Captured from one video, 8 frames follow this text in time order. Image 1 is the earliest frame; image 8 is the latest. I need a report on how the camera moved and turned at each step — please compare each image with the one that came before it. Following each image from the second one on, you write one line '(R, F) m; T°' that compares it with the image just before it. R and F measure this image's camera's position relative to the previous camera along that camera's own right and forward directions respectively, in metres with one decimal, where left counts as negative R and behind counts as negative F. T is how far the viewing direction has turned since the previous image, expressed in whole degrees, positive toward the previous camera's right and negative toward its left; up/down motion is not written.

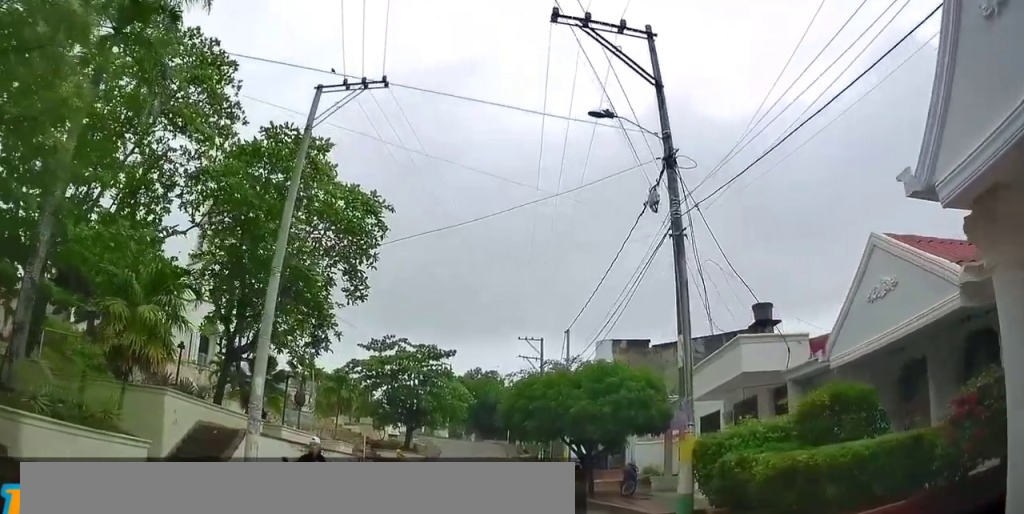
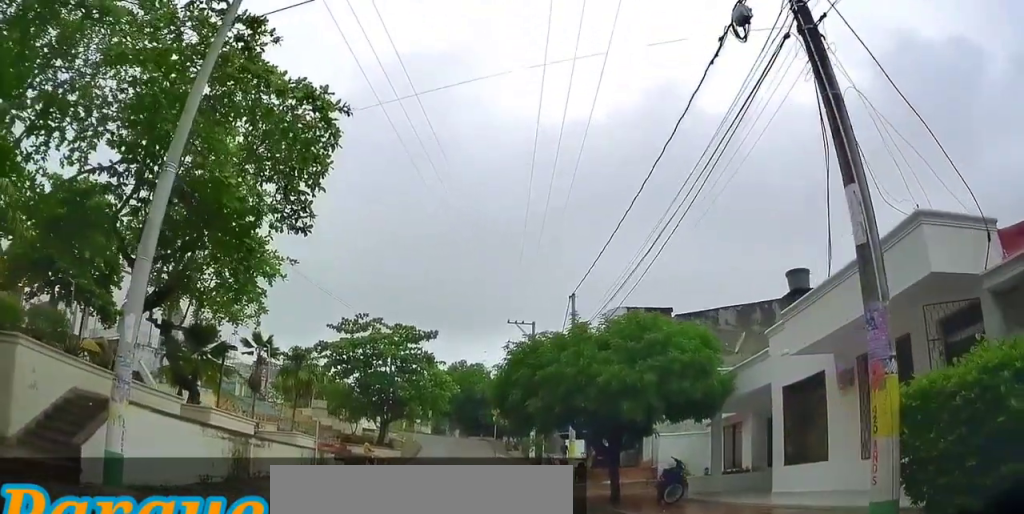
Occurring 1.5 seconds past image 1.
(+0.2, +5.4) m; +2°
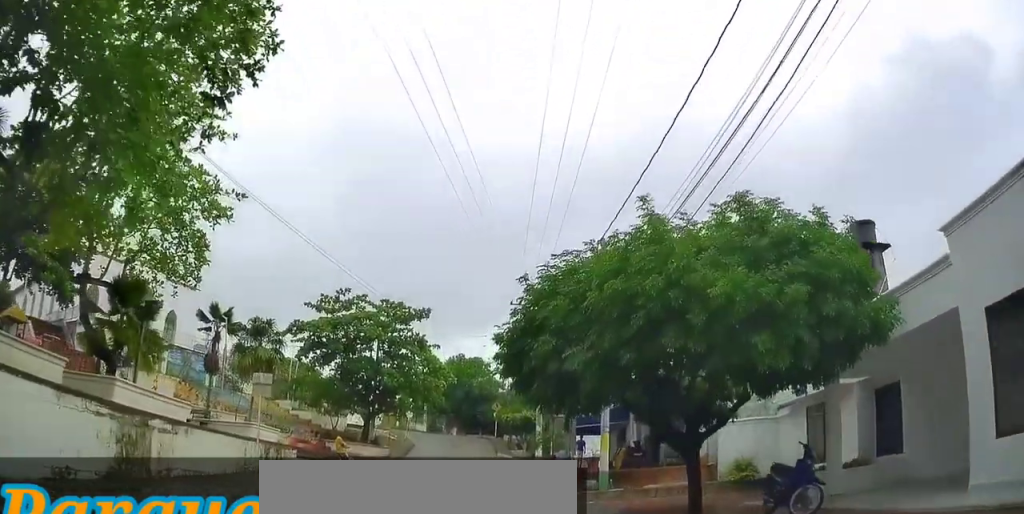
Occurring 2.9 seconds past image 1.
(0.0, +5.5) m; 0°
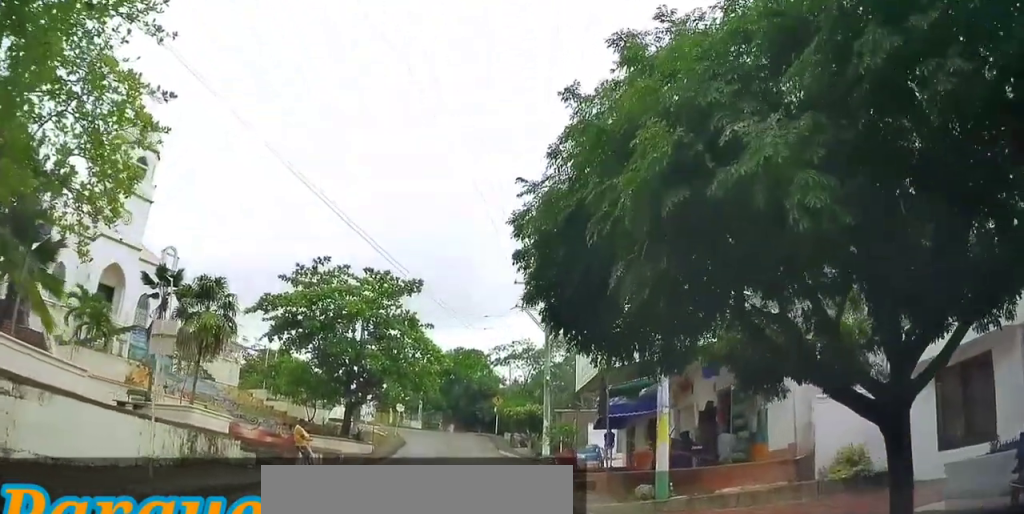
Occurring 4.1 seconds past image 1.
(0.0, +4.9) m; 0°
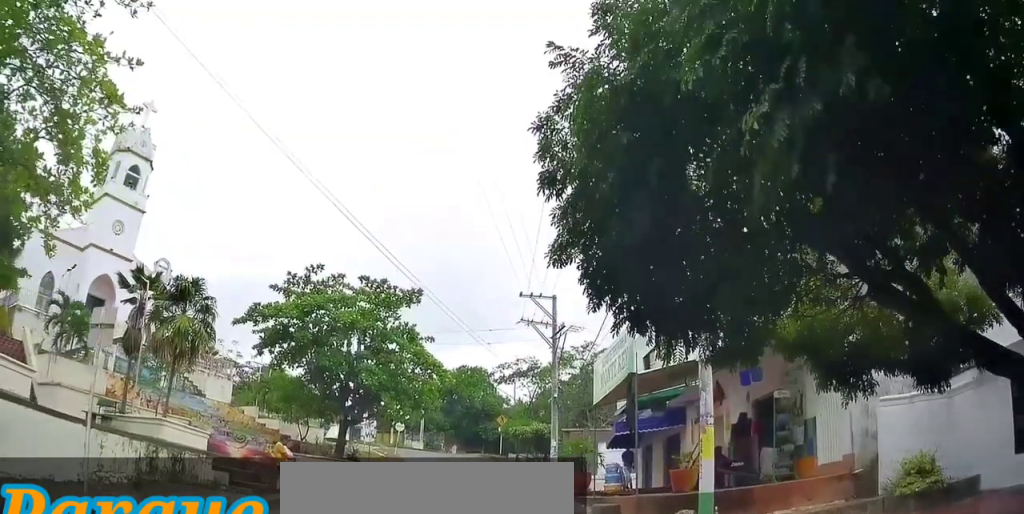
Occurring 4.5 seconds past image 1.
(0.0, +1.9) m; 0°
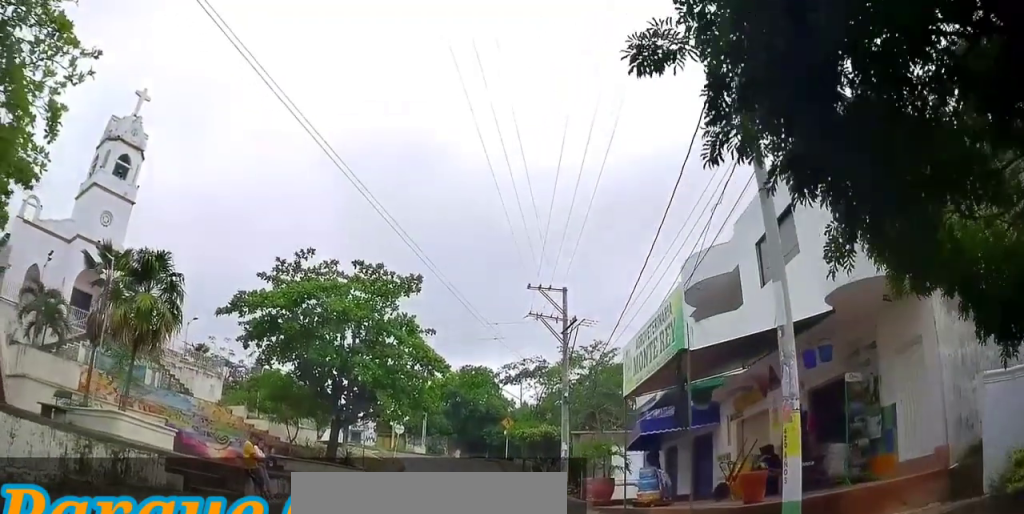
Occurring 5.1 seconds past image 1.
(0.0, +2.4) m; 0°
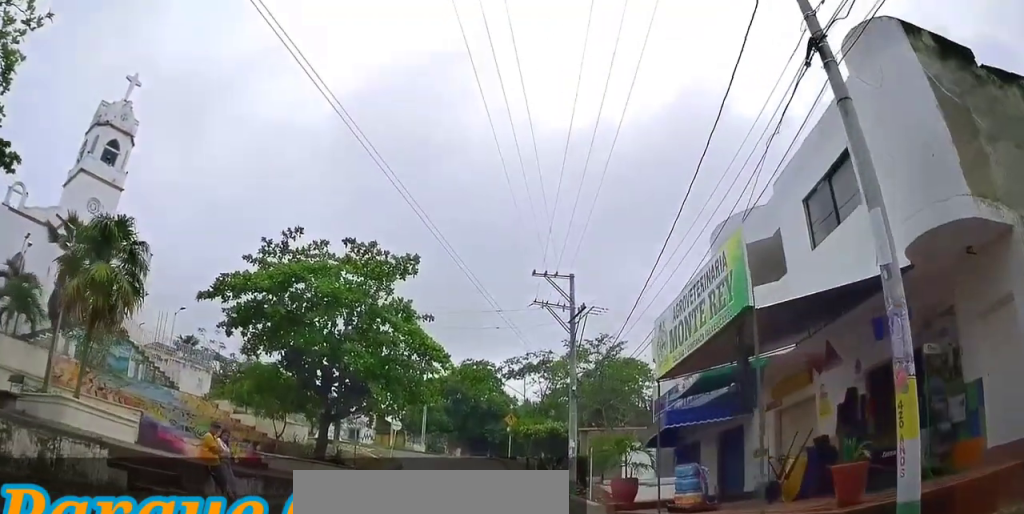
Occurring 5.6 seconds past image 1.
(0.0, +2.1) m; 0°
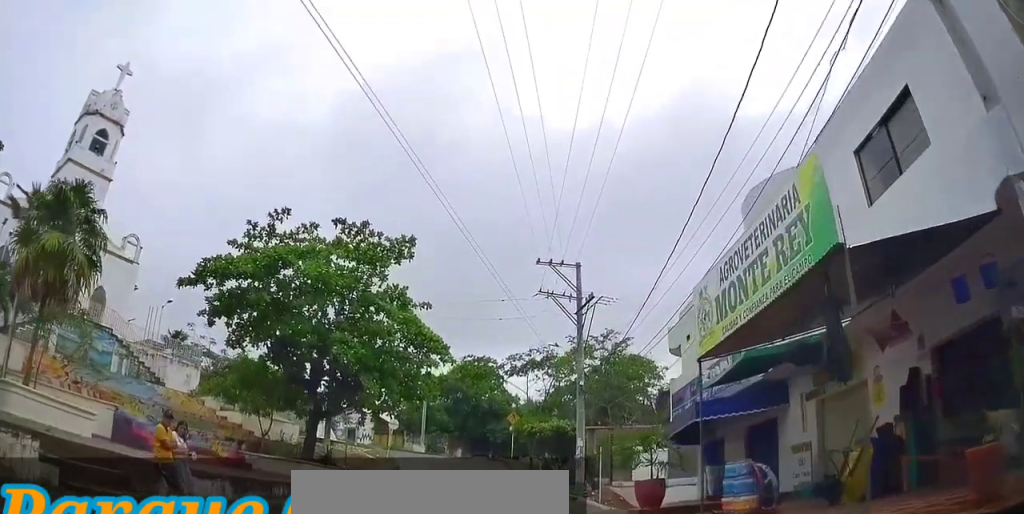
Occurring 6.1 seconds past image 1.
(0.0, +2.0) m; 0°
